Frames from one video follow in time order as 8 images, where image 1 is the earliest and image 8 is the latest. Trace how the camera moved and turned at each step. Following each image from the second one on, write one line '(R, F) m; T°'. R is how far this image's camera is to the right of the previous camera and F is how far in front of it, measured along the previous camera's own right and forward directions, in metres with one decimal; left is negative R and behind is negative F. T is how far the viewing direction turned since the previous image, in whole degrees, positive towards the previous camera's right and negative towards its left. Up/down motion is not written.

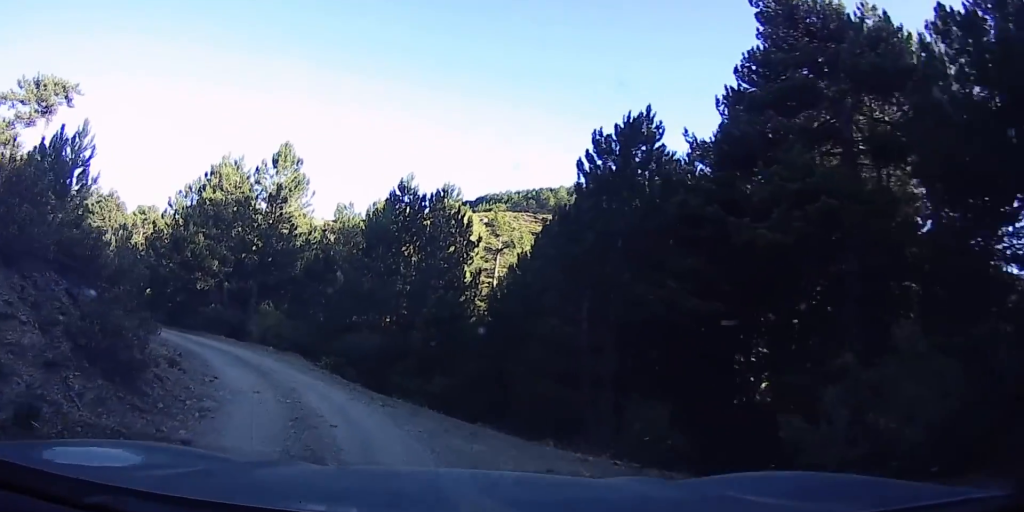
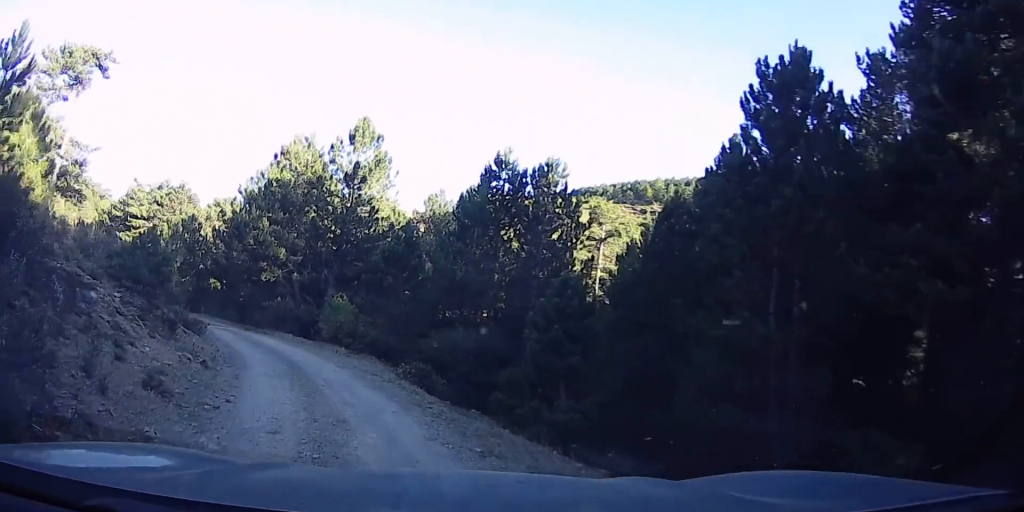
(-0.5, +4.2) m; -11°
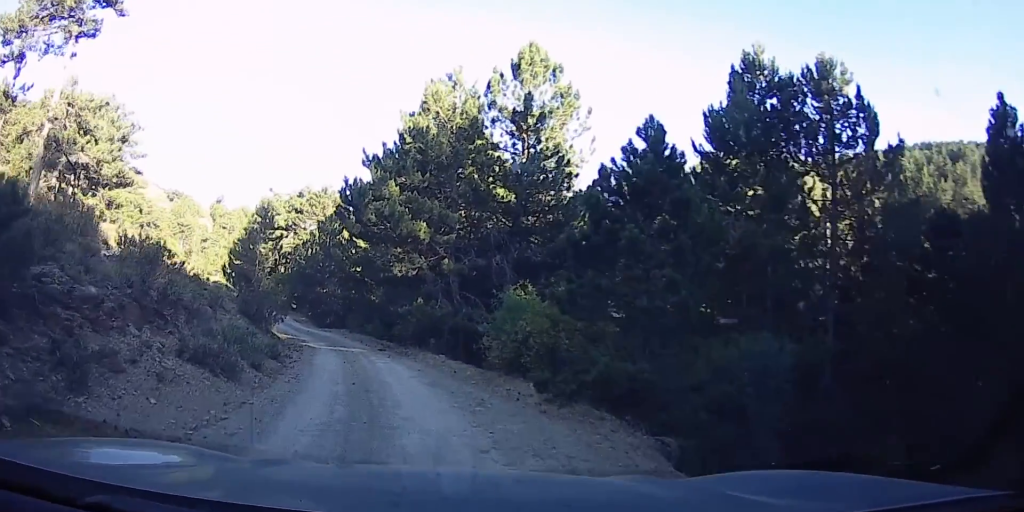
(-0.8, +11.0) m; -6°
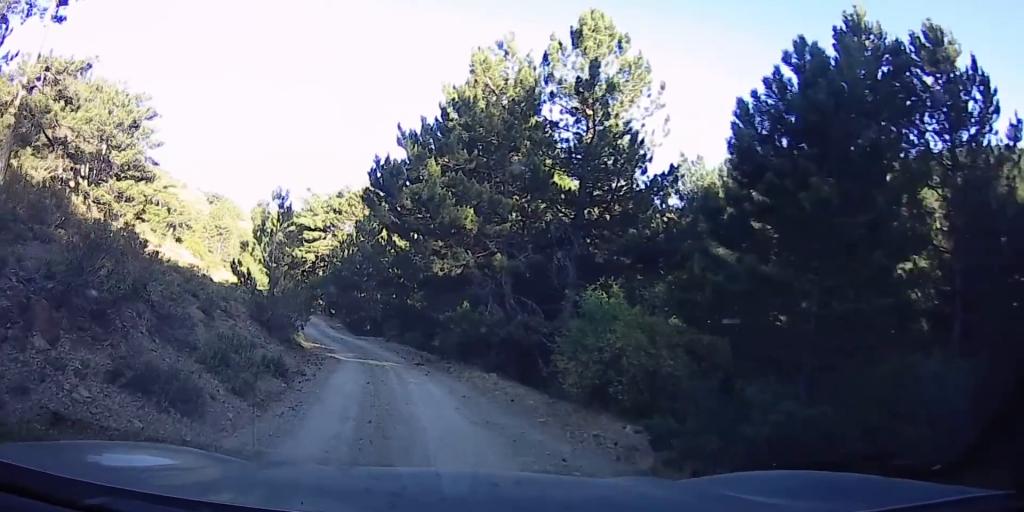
(0.0, +3.4) m; -3°
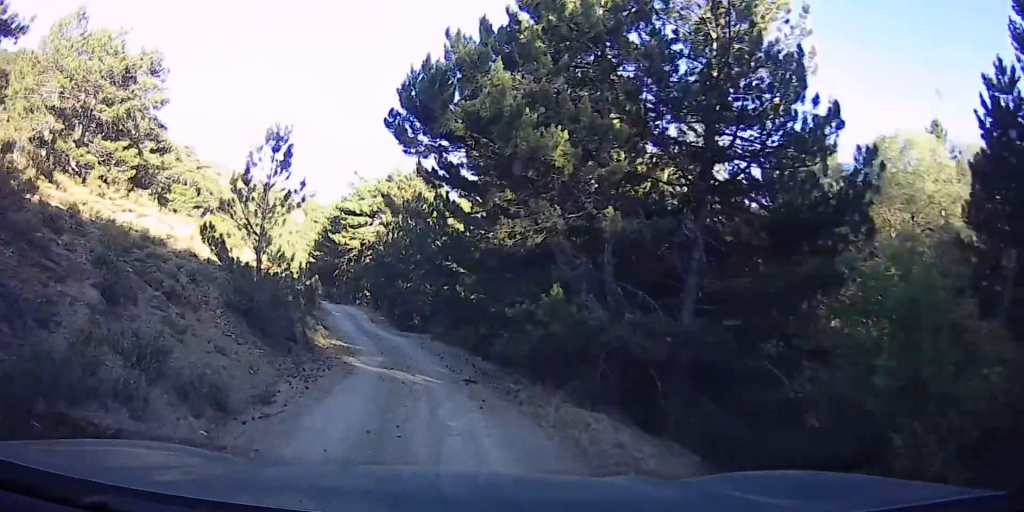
(-0.3, +6.2) m; -4°
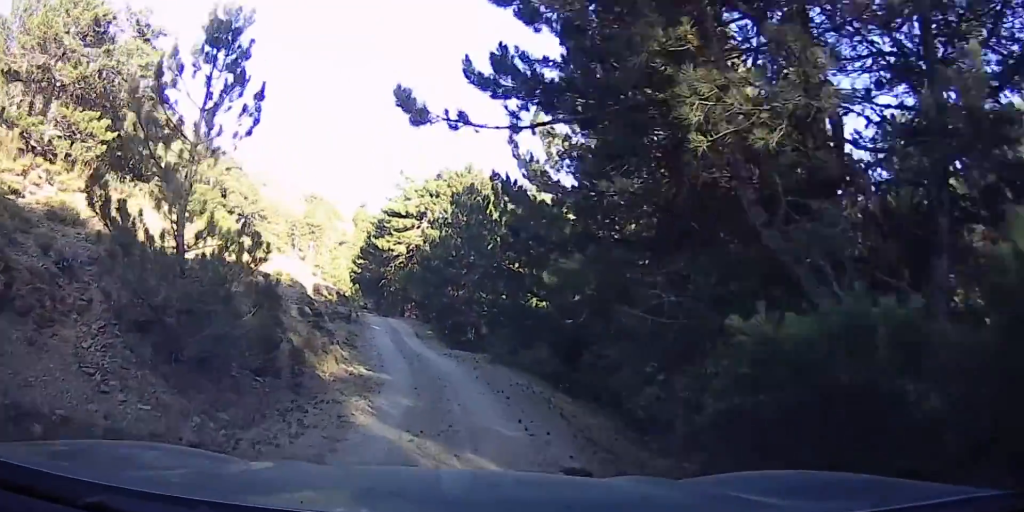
(-0.2, +6.1) m; -6°
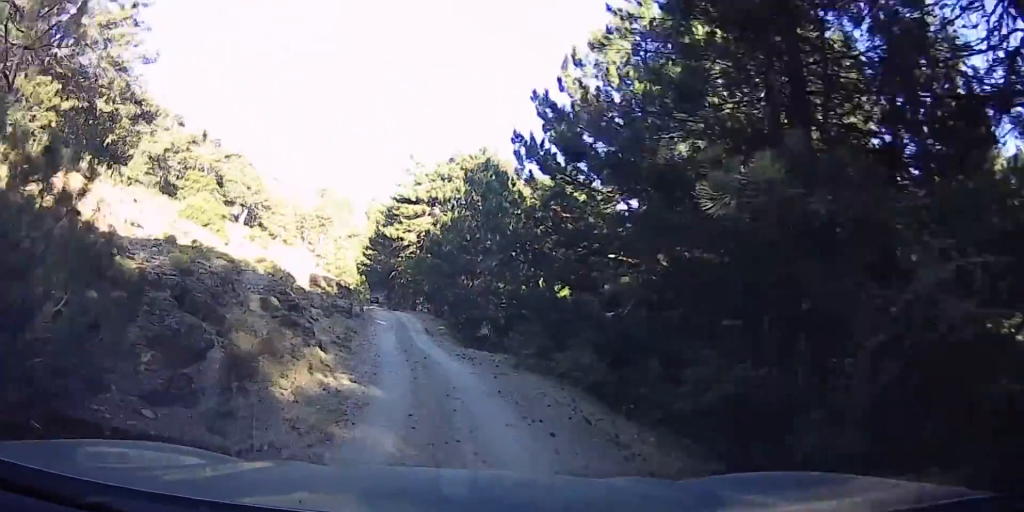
(-0.2, +3.7) m; -4°
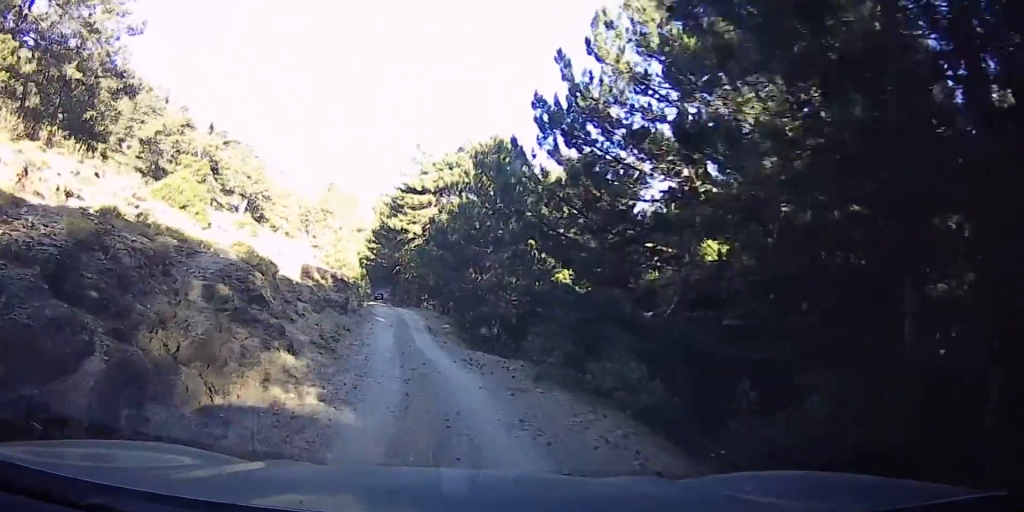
(0.0, +2.8) m; 0°
